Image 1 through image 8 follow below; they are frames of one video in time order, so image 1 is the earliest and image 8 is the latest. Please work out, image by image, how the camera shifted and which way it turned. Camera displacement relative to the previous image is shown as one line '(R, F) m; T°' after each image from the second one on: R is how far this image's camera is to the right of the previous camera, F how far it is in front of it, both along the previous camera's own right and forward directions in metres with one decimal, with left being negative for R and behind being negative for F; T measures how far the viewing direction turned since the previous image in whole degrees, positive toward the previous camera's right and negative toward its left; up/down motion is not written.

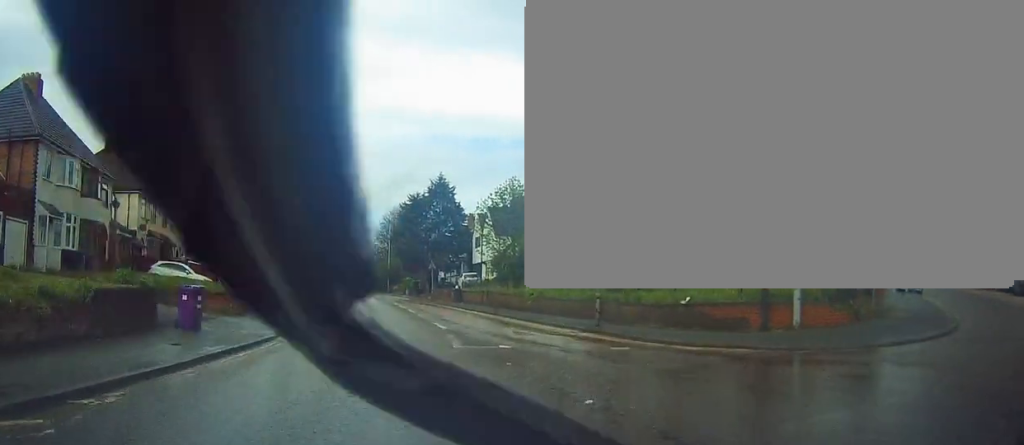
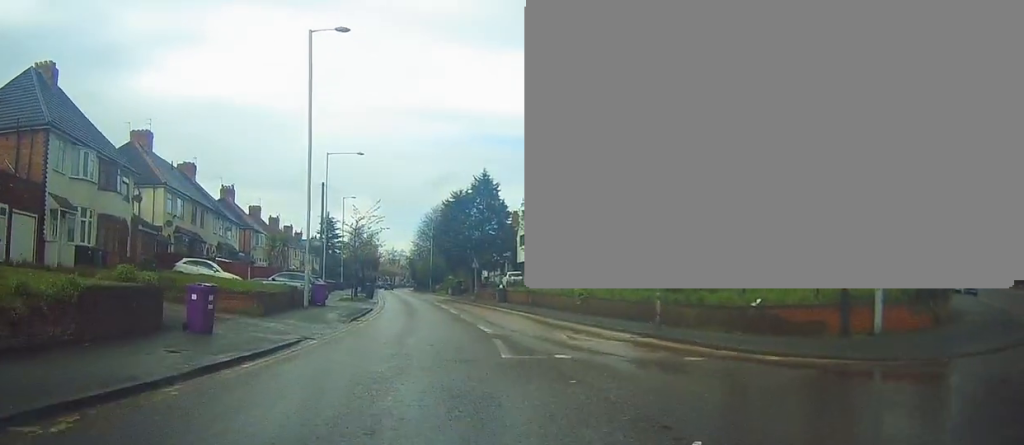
(-0.1, +2.0) m; -3°
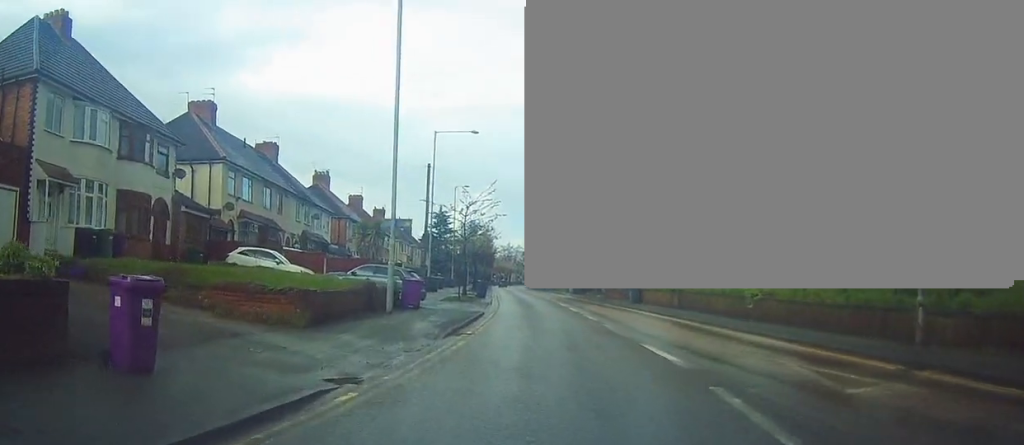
(-0.6, +7.3) m; -8°
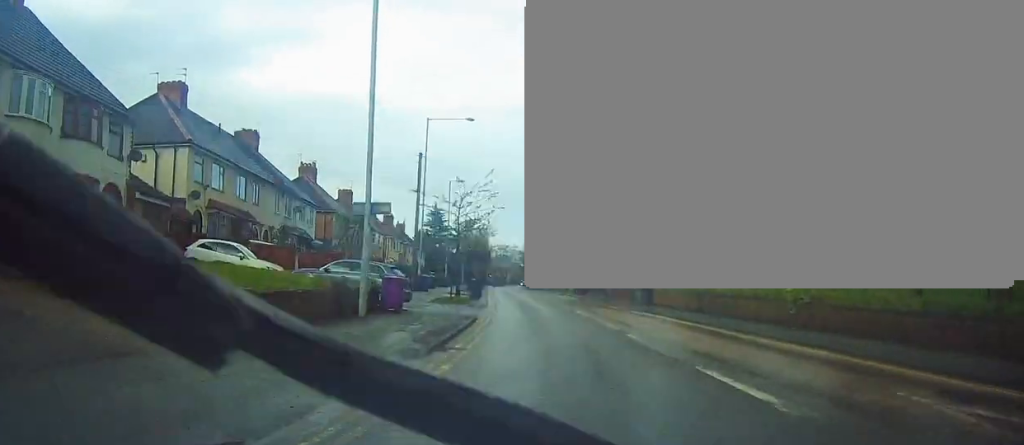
(-0.1, +3.9) m; +1°
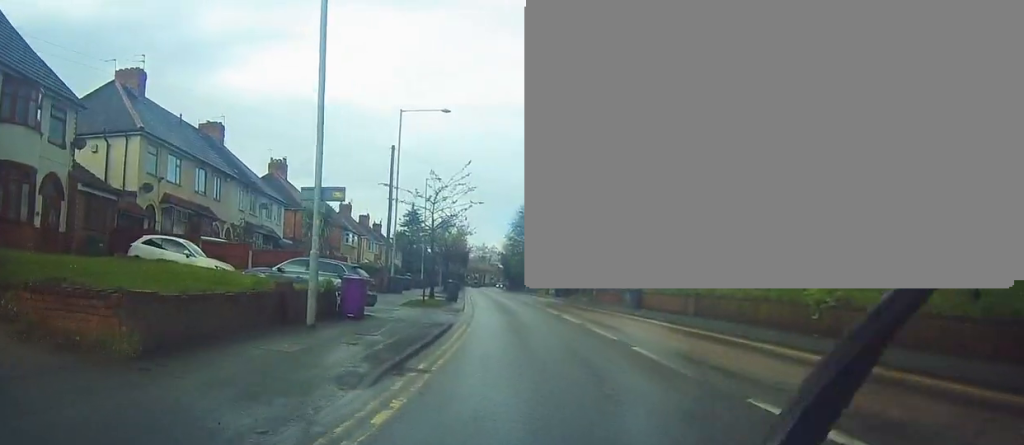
(0.0, +2.9) m; +1°
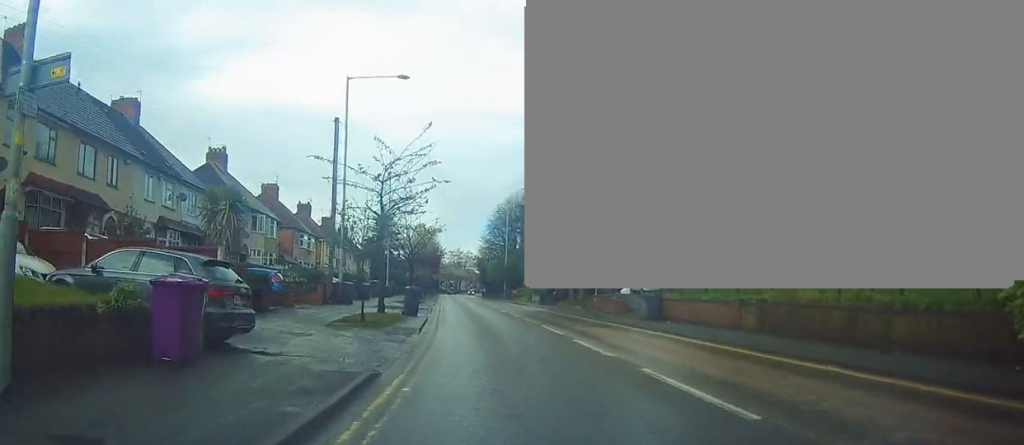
(+0.3, +8.7) m; +1°
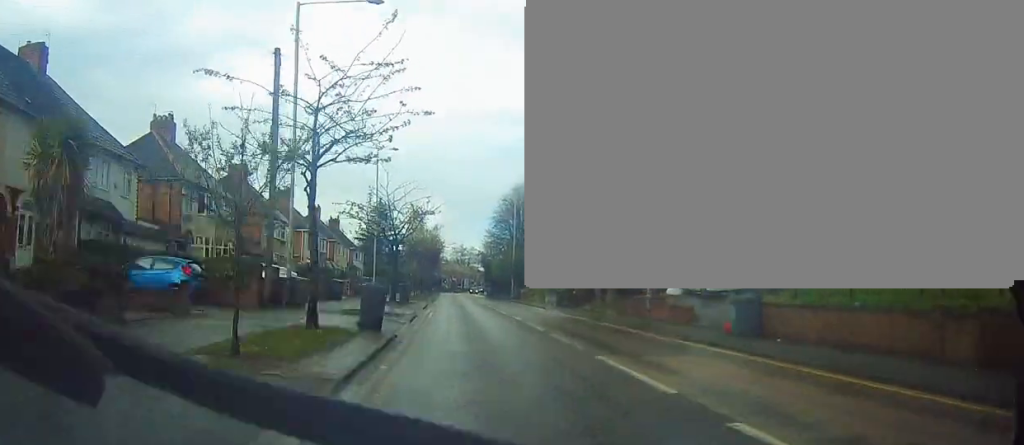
(-0.2, +9.7) m; -2°
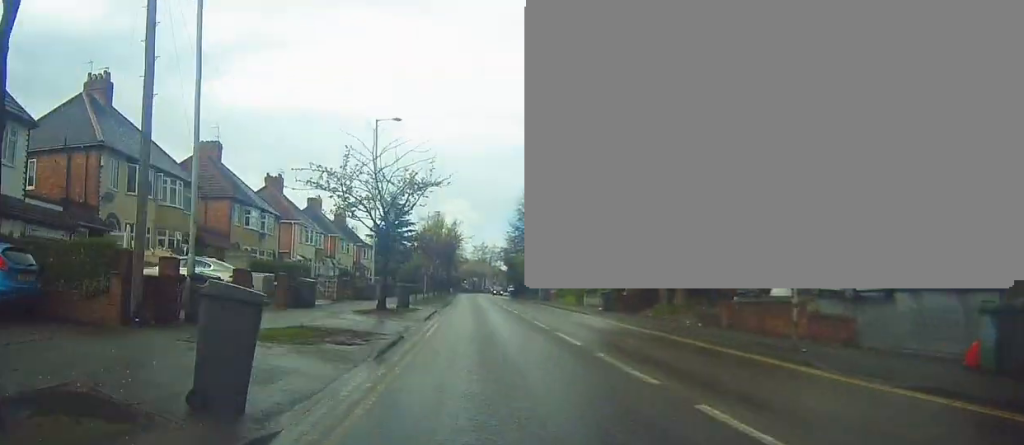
(+0.1, +10.5) m; +1°
